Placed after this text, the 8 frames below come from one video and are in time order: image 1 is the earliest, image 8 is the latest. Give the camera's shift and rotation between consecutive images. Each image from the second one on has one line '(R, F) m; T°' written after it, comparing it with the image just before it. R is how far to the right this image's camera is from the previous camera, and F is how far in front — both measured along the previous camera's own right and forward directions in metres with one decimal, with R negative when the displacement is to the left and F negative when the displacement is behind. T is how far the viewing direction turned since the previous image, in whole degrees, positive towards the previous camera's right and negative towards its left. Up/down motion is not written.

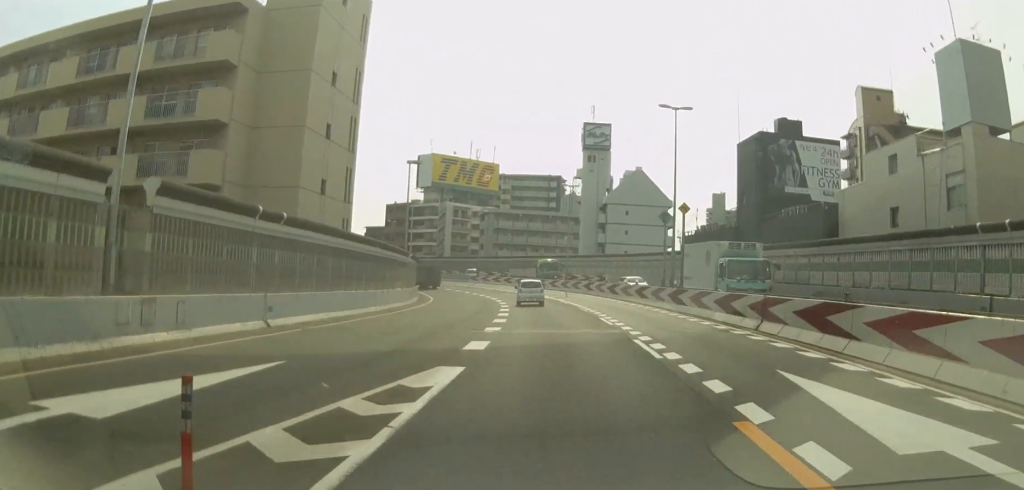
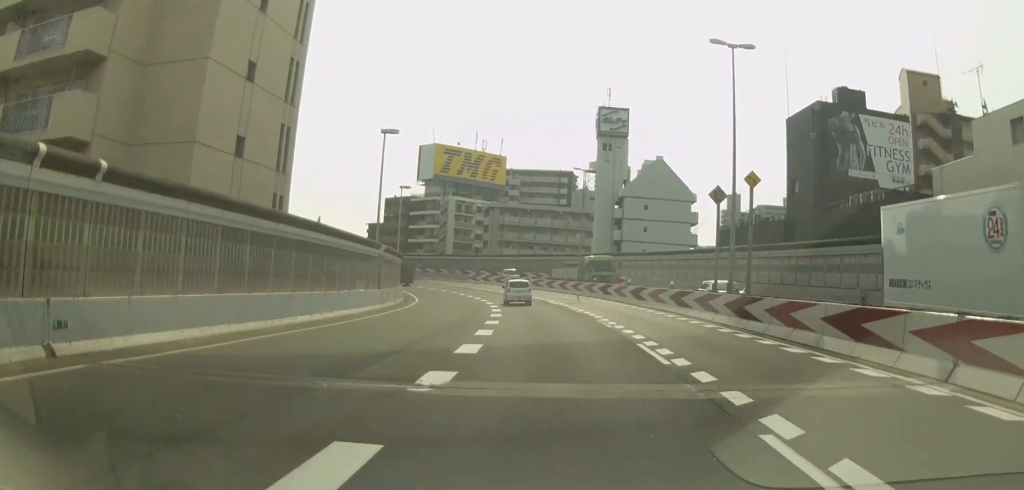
(-0.1, +10.7) m; -1°
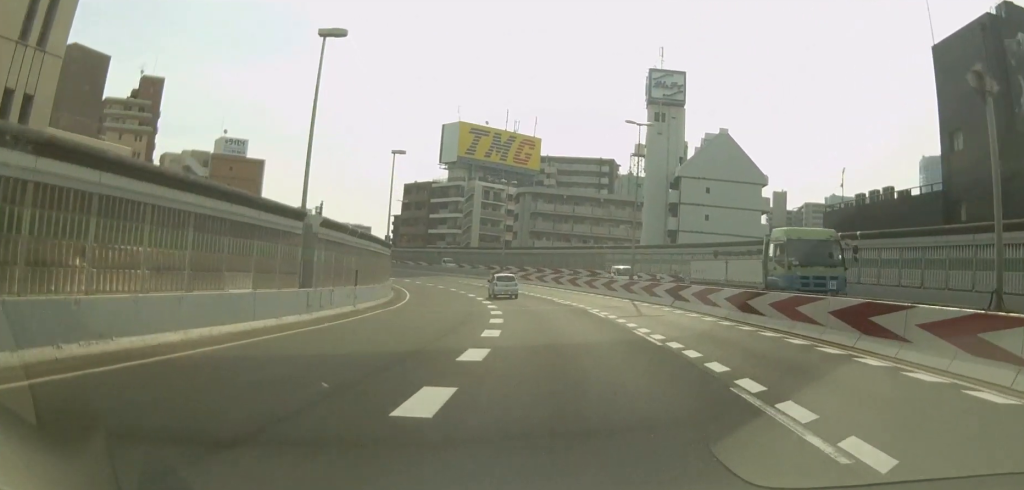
(0.0, +17.0) m; -1°
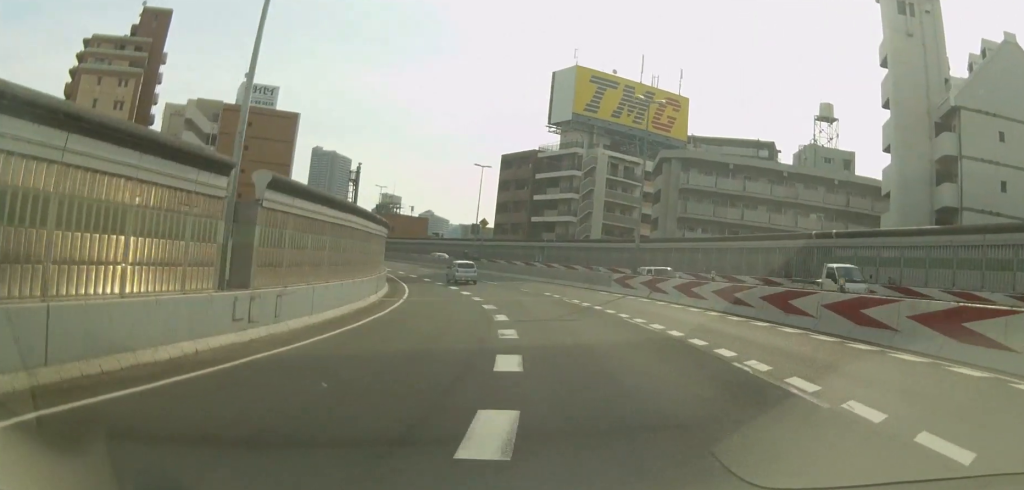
(-2.3, +36.9) m; -8°
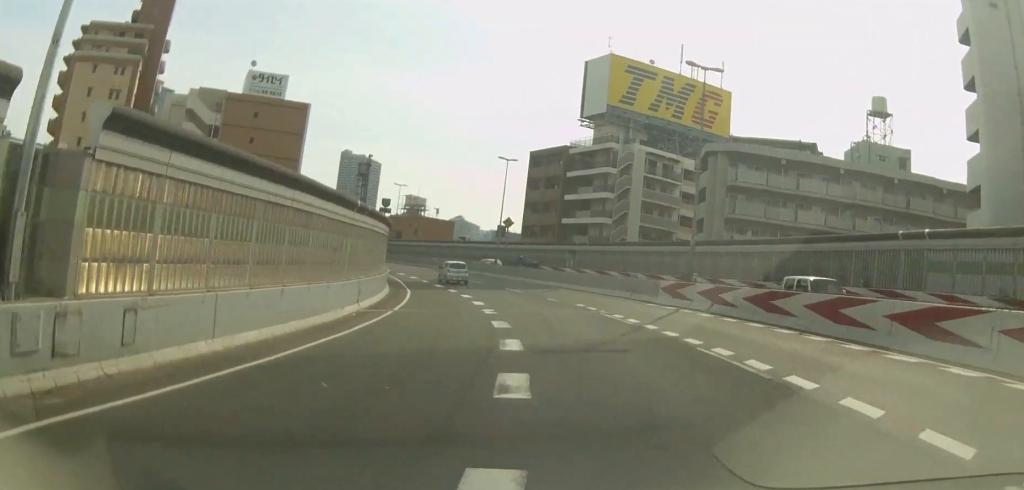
(-0.1, +7.4) m; -2°
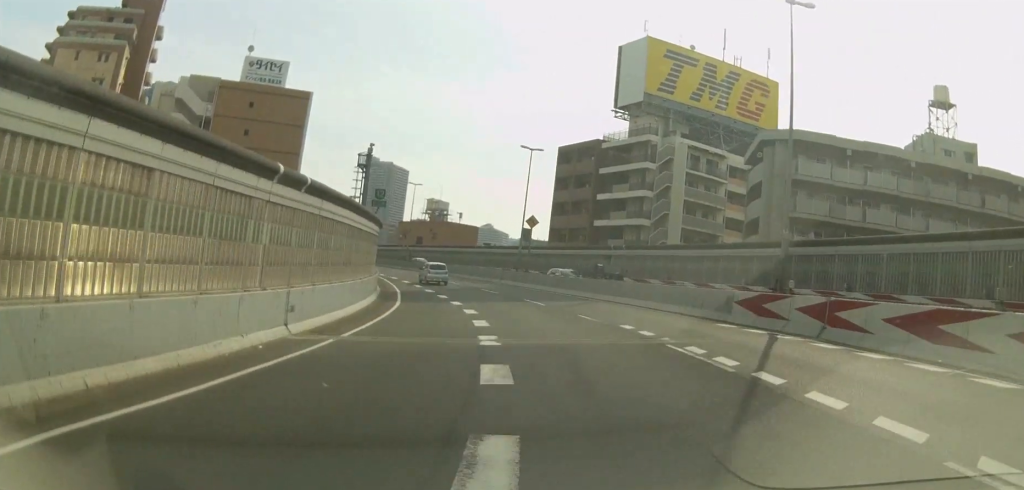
(-0.1, +9.0) m; -3°
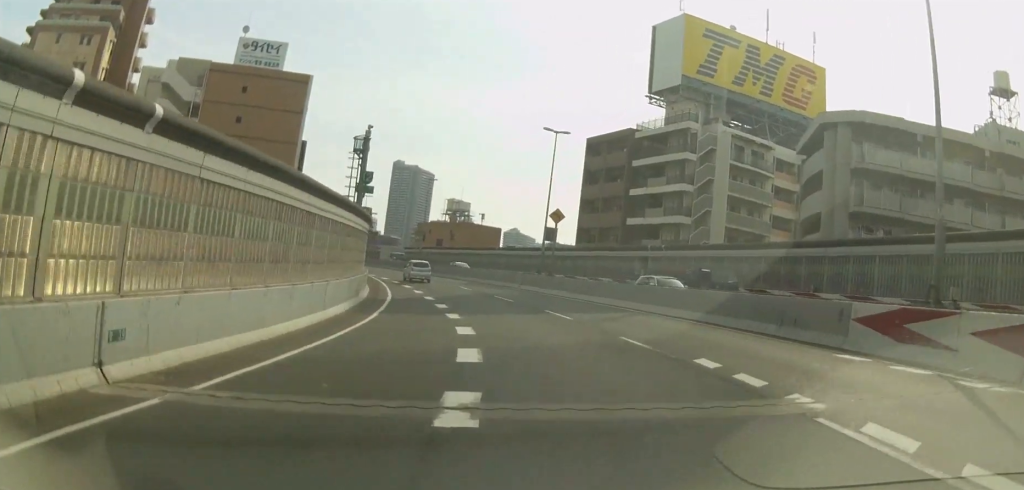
(-0.3, +7.9) m; -3°
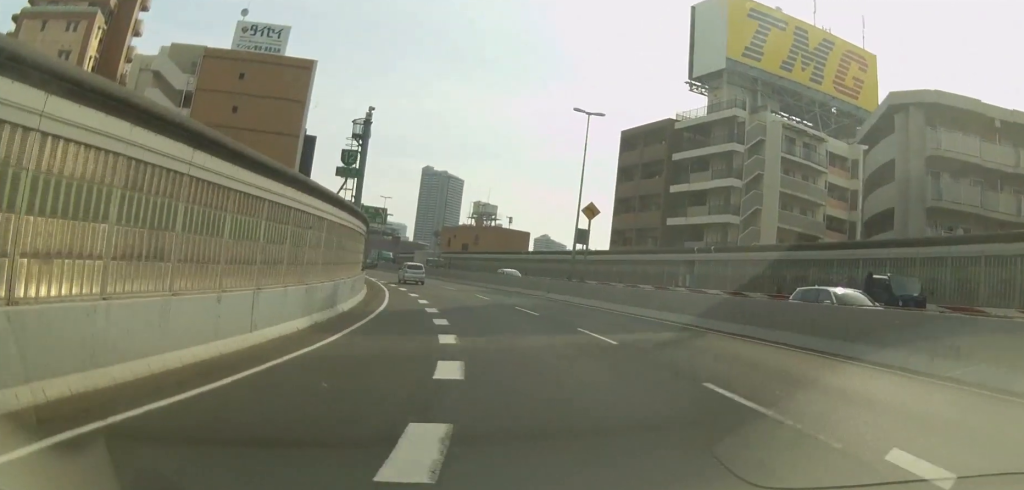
(-0.3, +6.9) m; -2°
